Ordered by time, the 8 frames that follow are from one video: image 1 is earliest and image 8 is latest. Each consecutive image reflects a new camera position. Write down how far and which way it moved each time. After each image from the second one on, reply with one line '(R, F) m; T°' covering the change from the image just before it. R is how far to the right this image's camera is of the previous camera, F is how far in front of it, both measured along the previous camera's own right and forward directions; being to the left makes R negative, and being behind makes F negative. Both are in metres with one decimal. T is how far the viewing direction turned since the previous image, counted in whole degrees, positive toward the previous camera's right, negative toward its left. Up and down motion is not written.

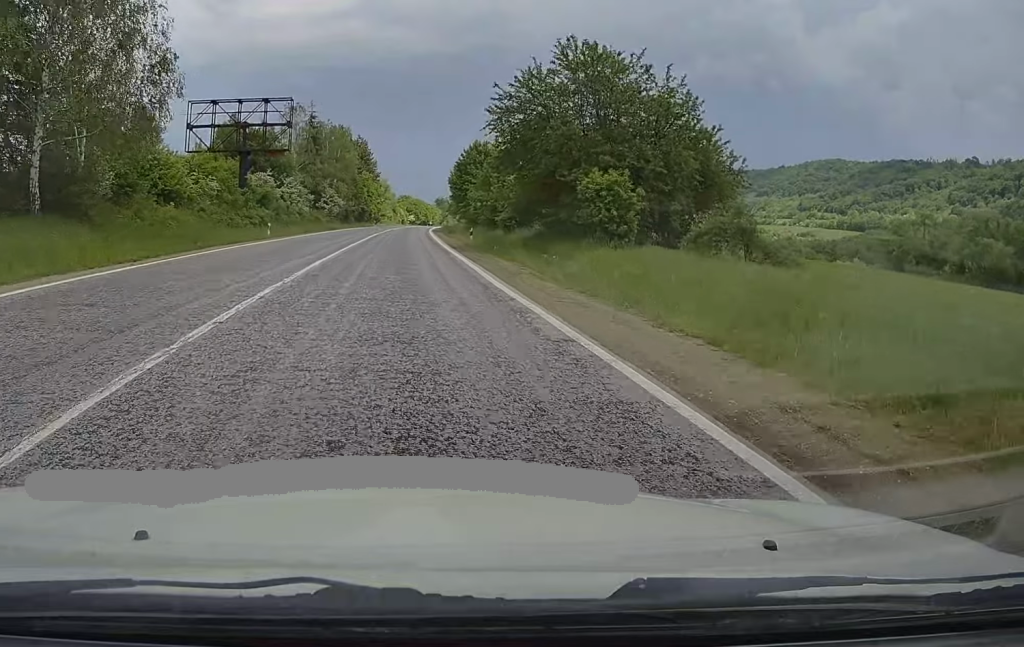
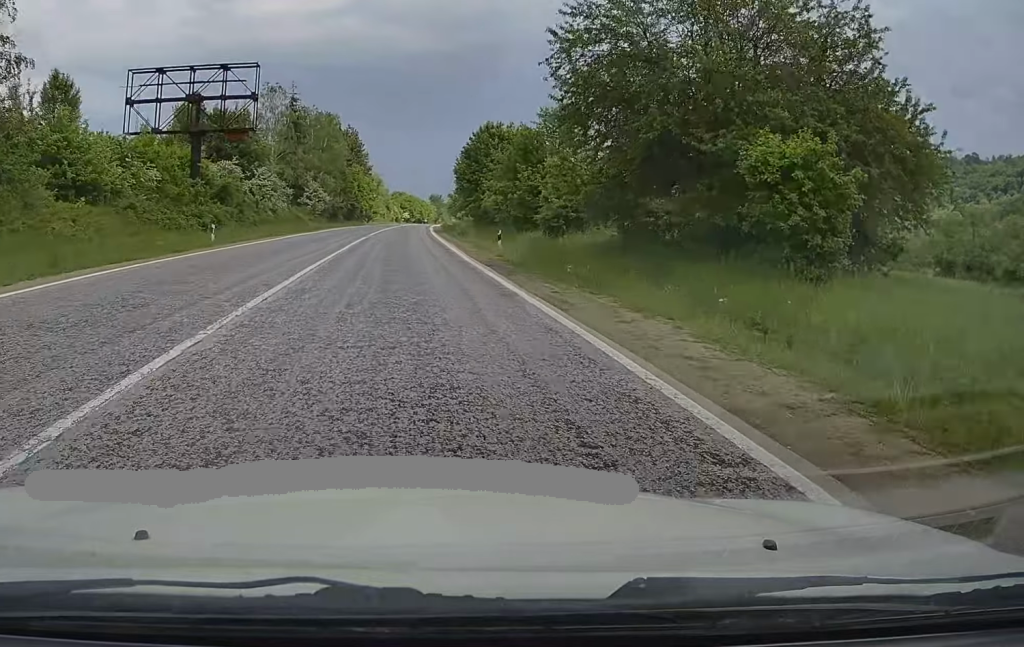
(+0.2, +14.0) m; +1°
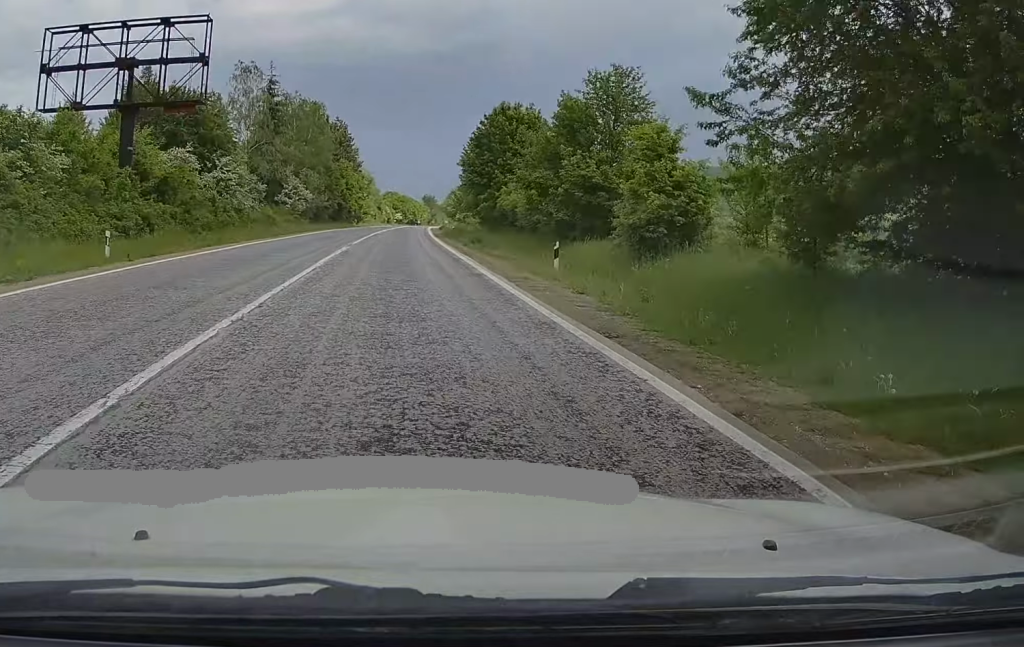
(+0.1, +12.3) m; +1°
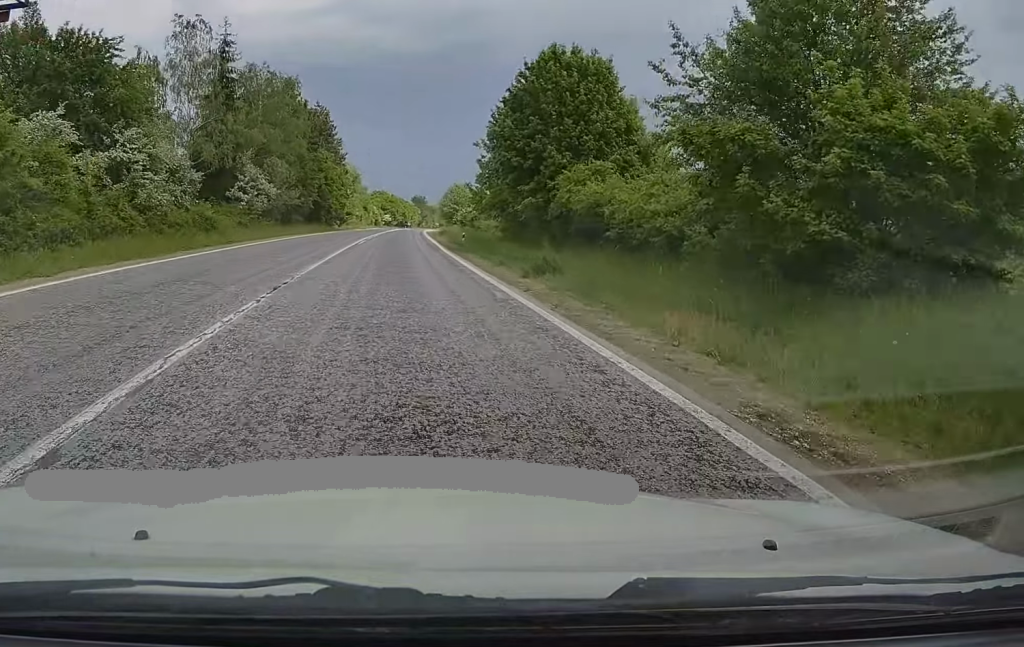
(-0.1, +18.8) m; +1°
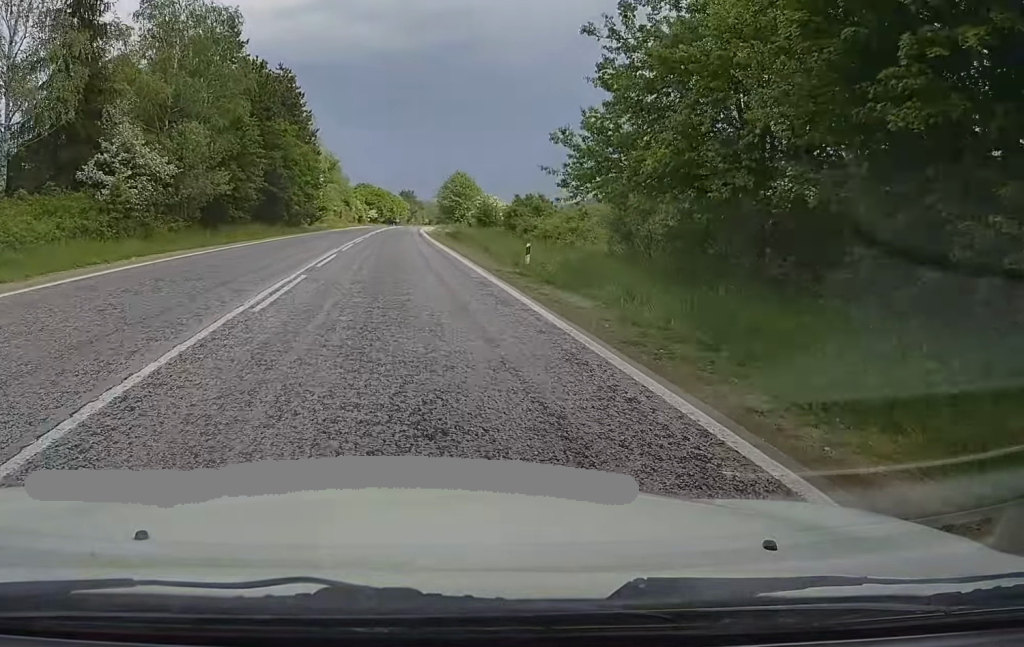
(+0.4, +27.0) m; 0°
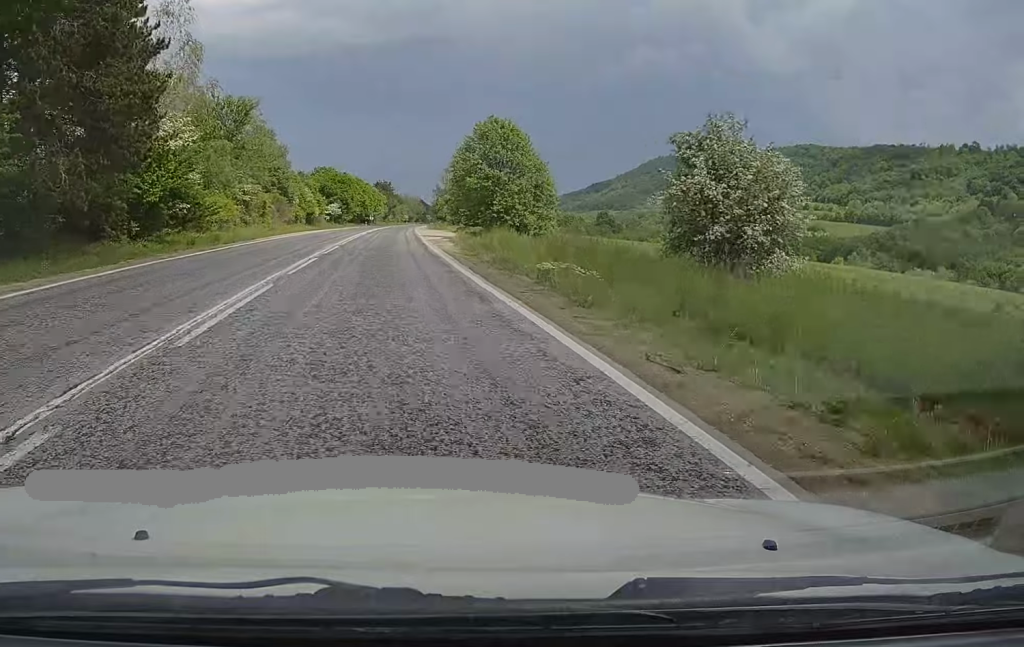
(+1.1, +56.5) m; +2°
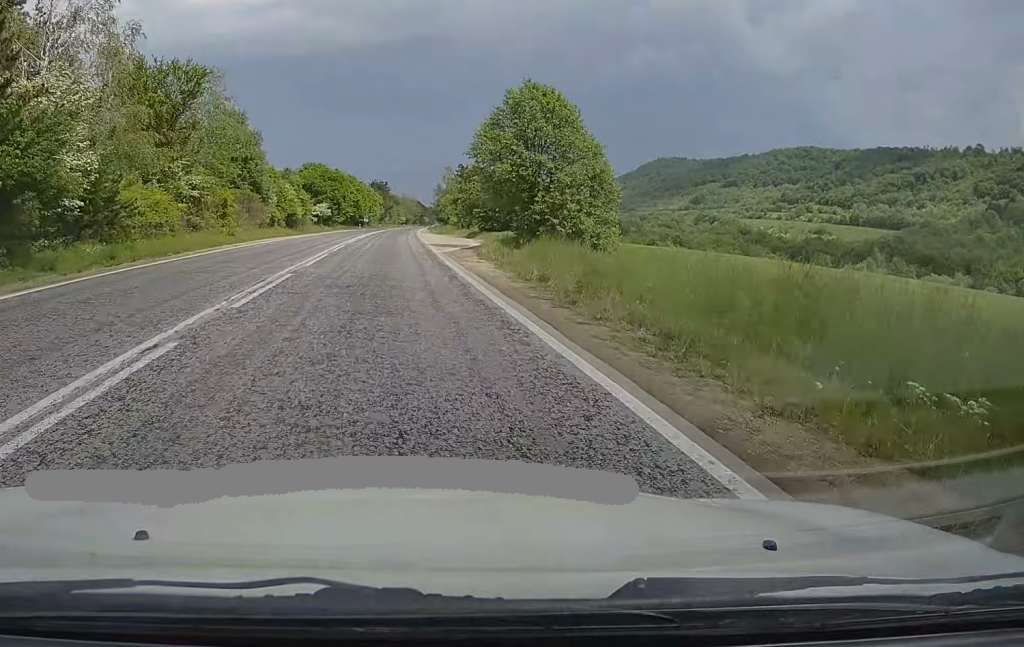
(-0.3, +14.8) m; 0°
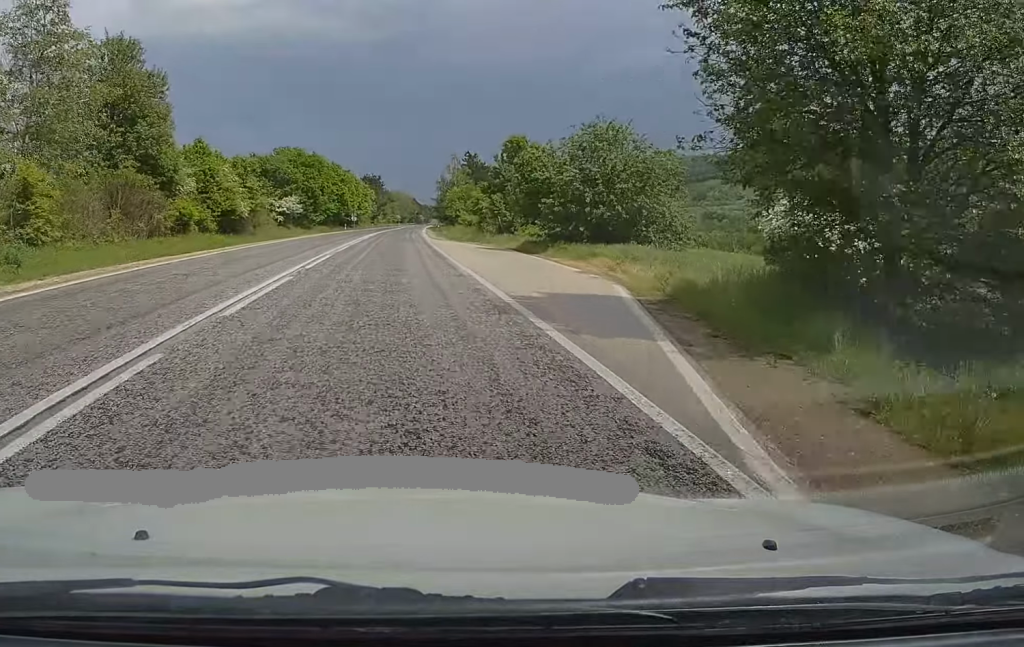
(+0.4, +28.0) m; +1°
